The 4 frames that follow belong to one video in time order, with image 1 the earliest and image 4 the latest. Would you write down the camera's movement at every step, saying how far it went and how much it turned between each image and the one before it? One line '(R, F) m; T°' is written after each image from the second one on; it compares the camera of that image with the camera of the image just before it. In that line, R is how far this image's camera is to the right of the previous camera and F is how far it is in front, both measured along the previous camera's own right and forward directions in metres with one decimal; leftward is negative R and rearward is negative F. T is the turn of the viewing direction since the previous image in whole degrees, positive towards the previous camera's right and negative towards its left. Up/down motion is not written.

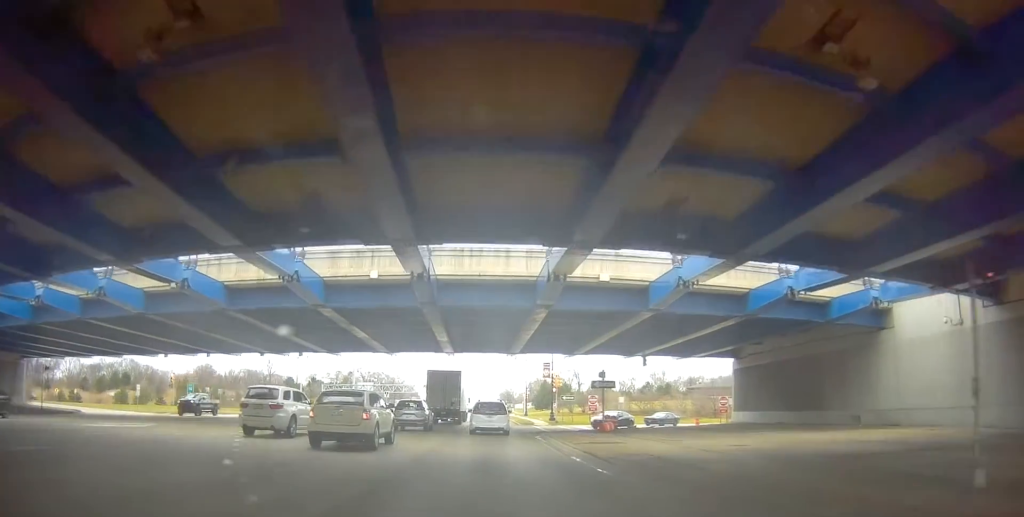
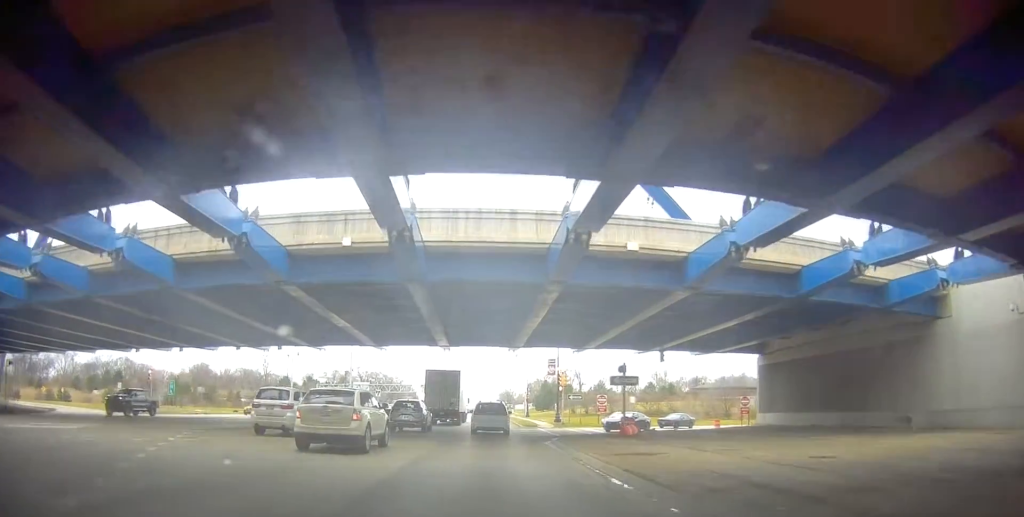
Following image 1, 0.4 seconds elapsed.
(+0.1, +4.9) m; -1°
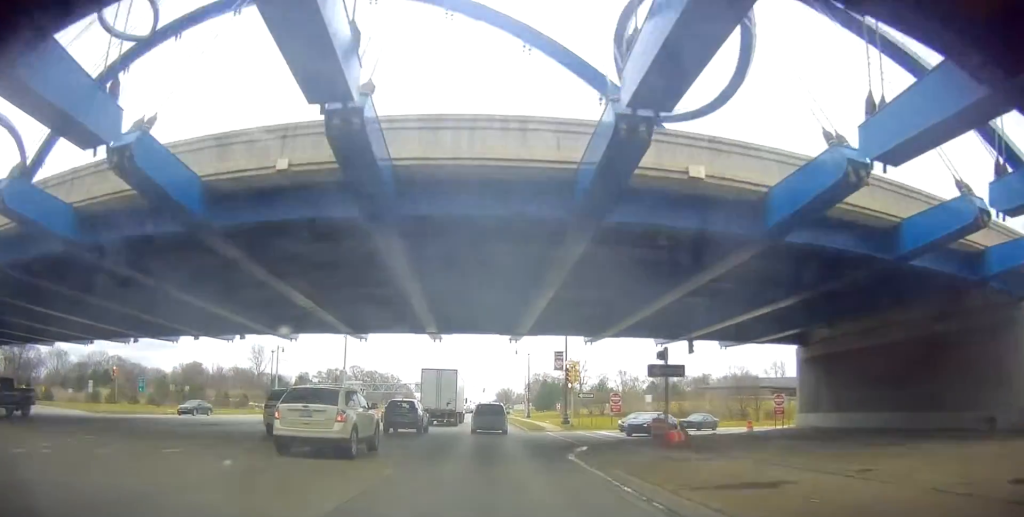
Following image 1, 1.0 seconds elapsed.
(-0.3, +6.7) m; +1°
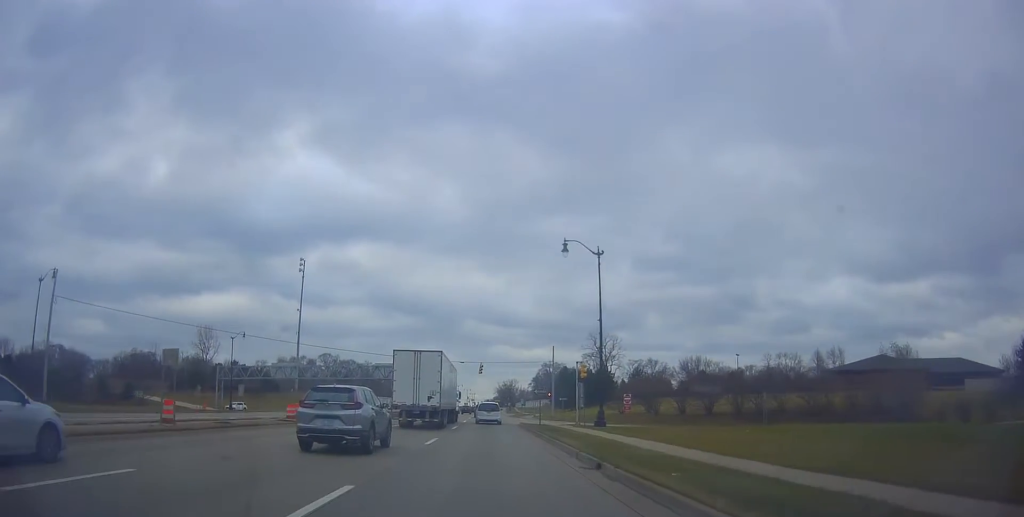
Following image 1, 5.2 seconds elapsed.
(+2.9, +61.2) m; +3°
